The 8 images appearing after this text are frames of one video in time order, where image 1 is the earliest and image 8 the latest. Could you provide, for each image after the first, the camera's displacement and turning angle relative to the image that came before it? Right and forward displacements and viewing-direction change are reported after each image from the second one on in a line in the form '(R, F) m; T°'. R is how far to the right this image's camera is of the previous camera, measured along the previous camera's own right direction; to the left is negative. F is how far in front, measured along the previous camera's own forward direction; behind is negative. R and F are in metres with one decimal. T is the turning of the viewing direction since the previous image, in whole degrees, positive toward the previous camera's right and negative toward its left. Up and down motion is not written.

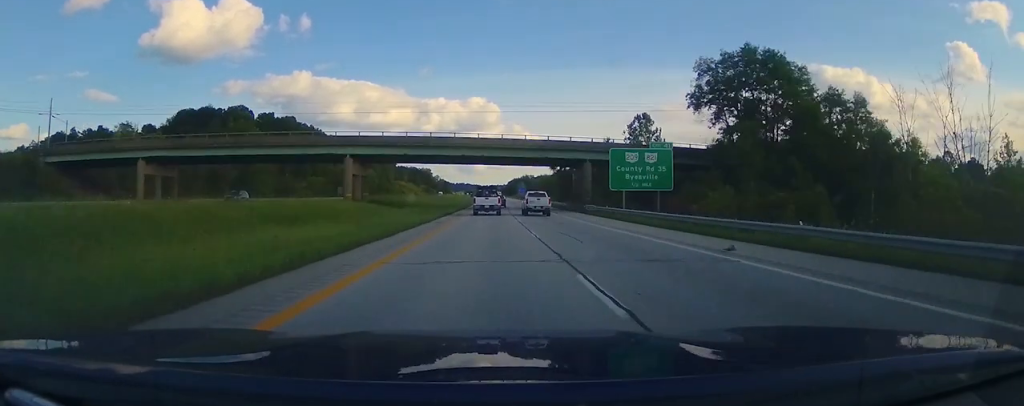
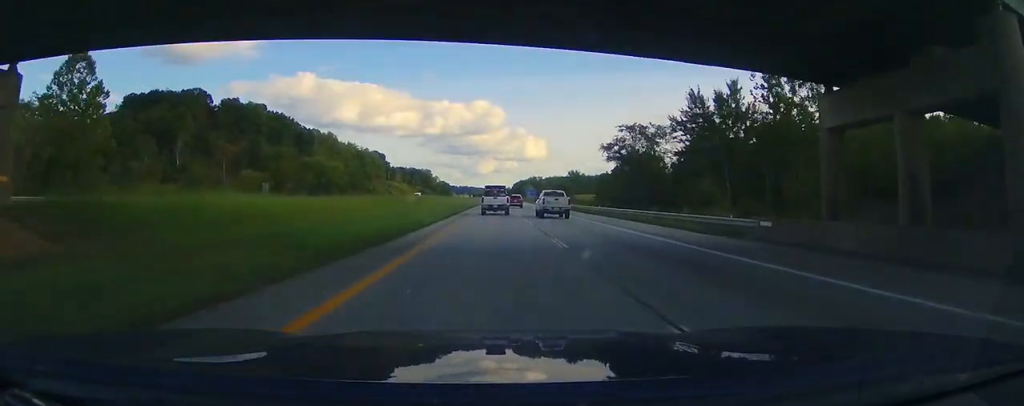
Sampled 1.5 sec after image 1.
(-0.1, +52.8) m; 0°
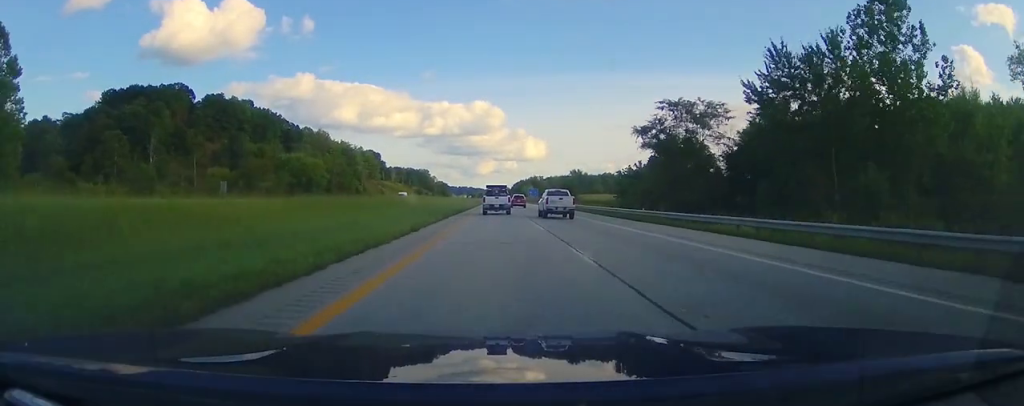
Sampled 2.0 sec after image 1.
(0.0, +16.1) m; 0°
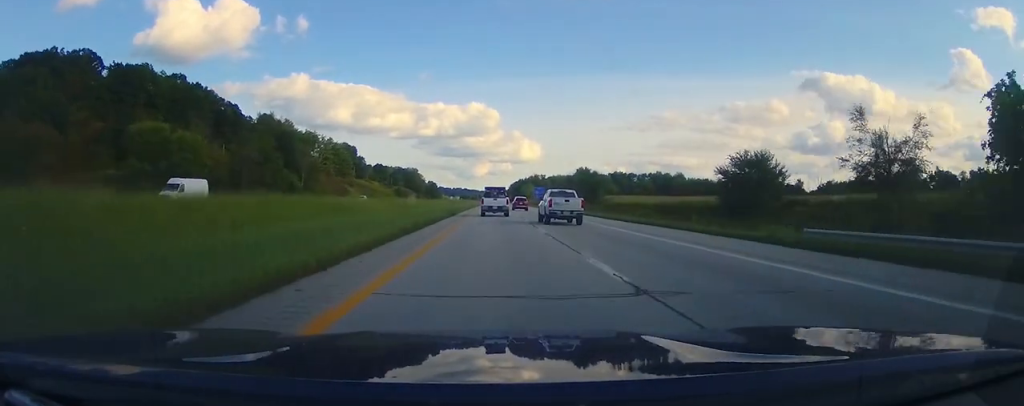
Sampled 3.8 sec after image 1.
(0.0, +63.2) m; 0°
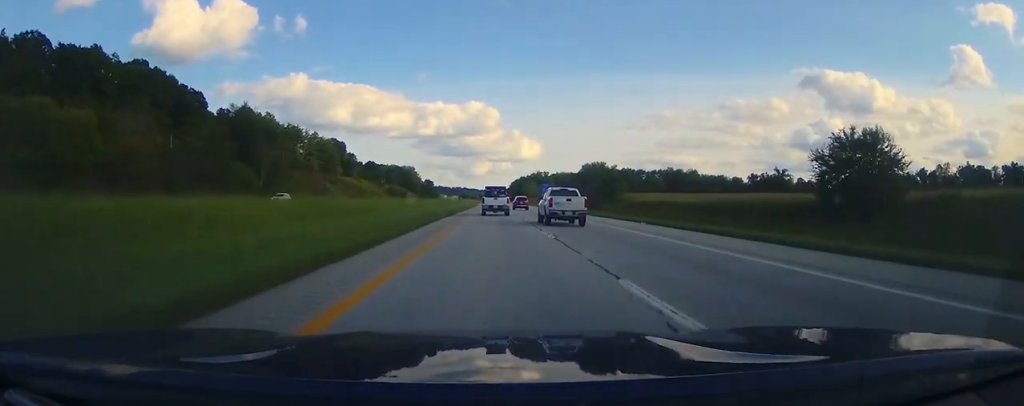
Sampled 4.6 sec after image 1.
(0.0, +27.5) m; 0°
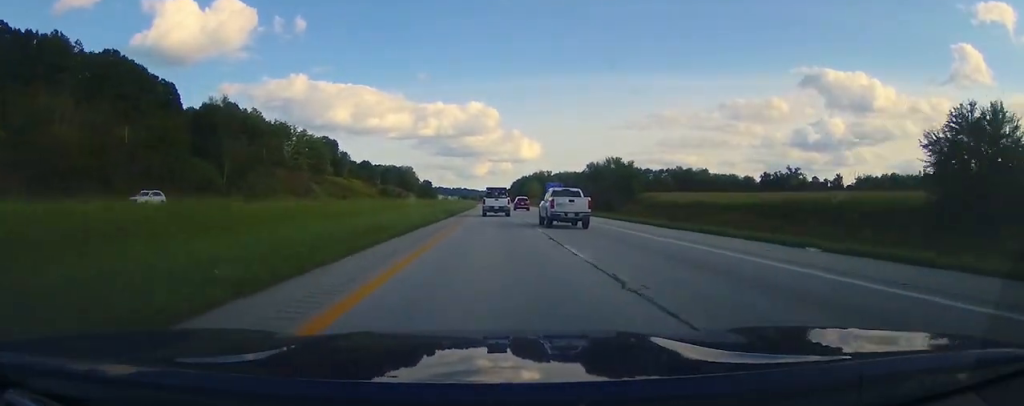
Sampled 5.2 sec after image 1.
(0.0, +18.3) m; 0°
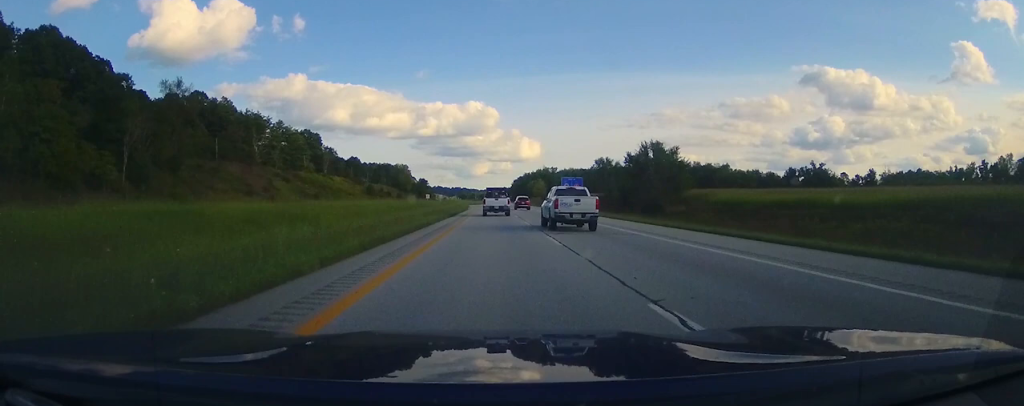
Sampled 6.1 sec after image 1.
(0.0, +32.8) m; 0°
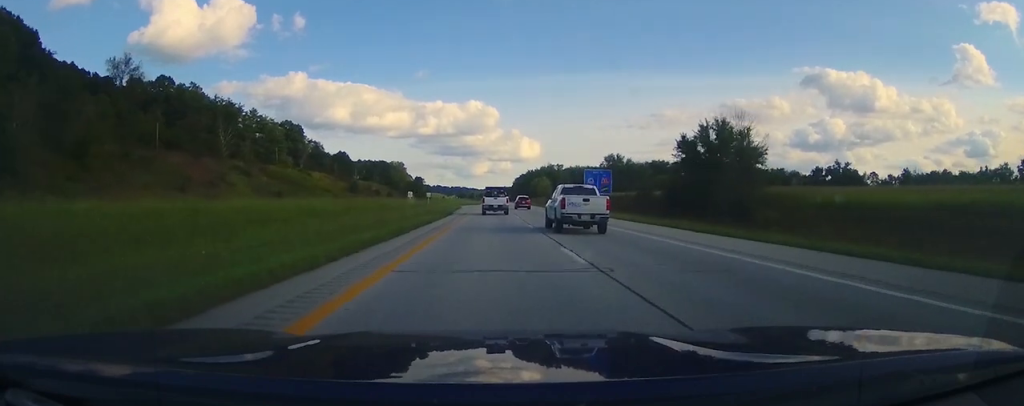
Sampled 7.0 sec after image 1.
(0.0, +28.9) m; 0°
